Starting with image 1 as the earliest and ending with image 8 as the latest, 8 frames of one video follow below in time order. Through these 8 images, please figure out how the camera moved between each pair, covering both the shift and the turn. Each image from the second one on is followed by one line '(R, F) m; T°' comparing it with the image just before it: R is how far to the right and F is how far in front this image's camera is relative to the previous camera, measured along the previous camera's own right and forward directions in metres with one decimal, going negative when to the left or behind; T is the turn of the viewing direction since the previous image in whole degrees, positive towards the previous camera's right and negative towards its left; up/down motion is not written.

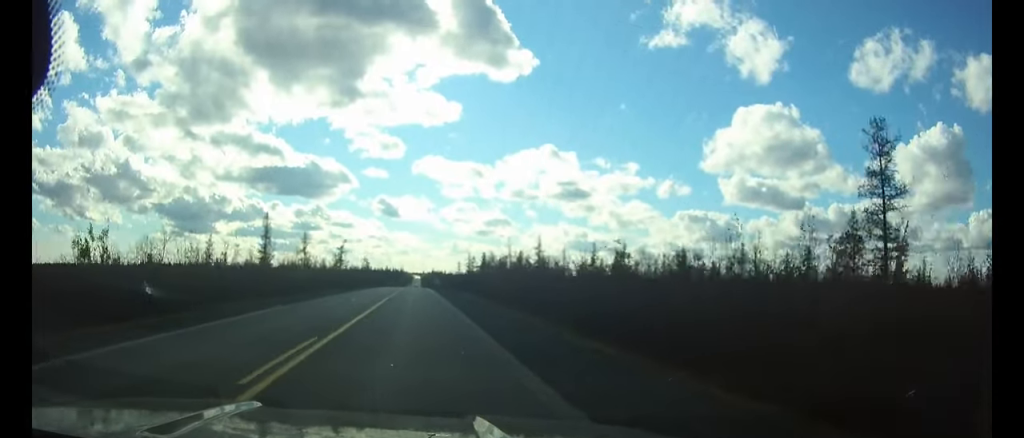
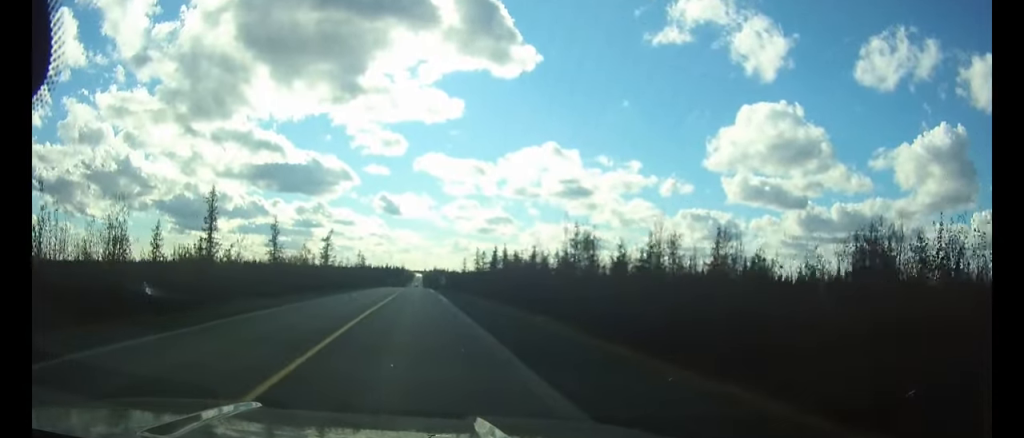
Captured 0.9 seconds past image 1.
(0.0, +23.6) m; 0°
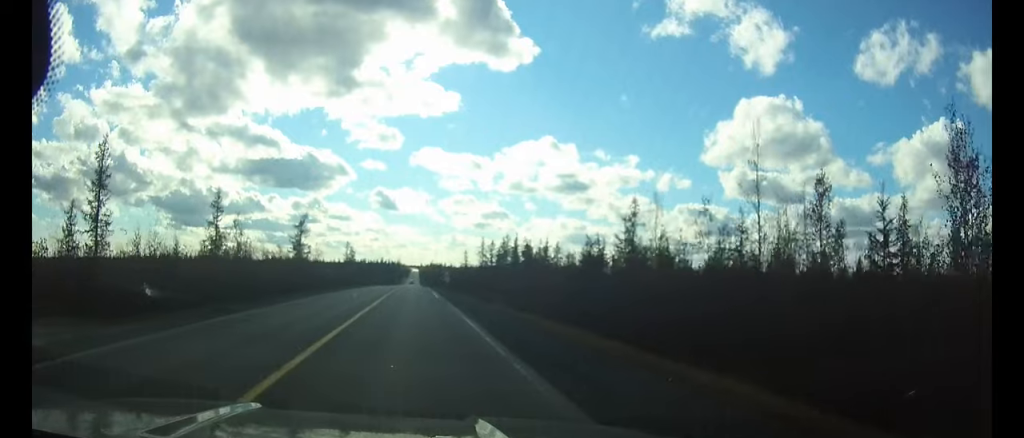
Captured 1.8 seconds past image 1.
(0.0, +23.5) m; 0°
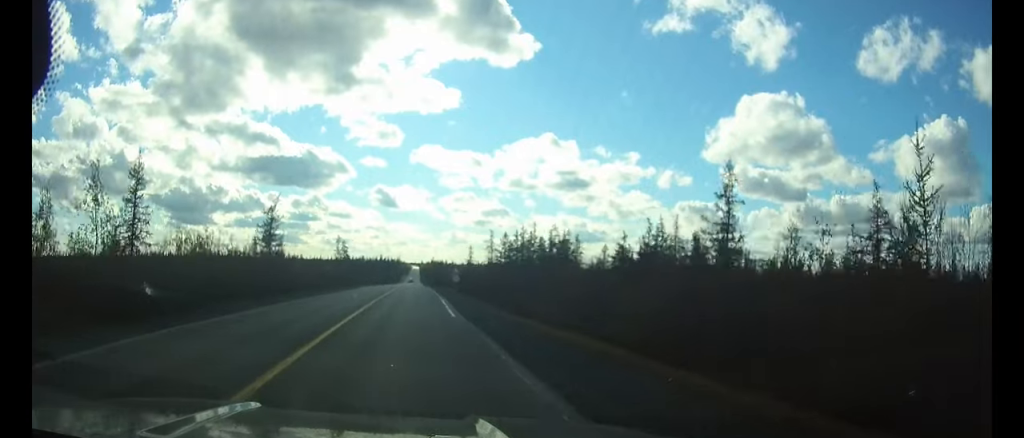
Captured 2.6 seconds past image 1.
(0.0, +18.8) m; 0°
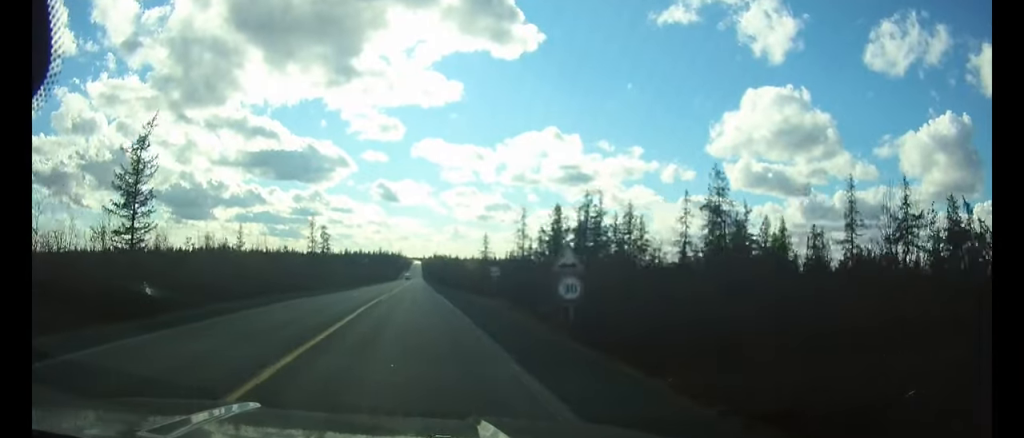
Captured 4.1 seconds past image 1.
(-0.1, +40.7) m; 0°
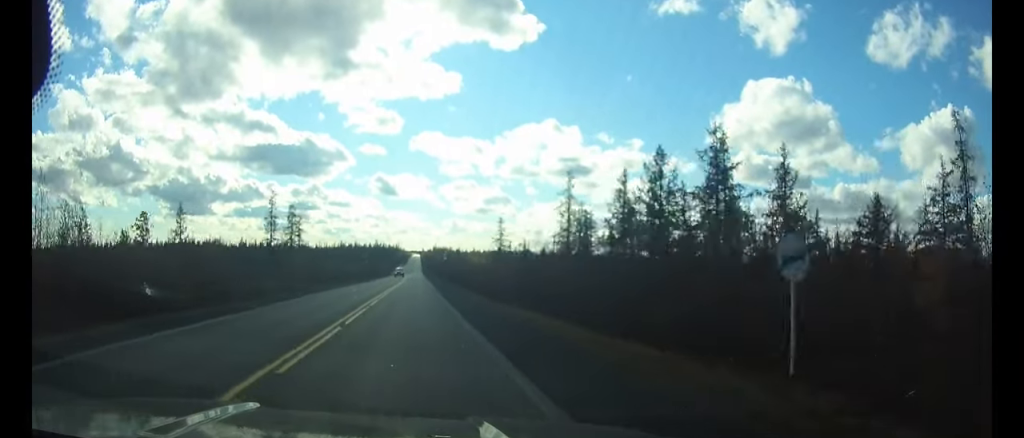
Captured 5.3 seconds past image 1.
(0.0, +29.7) m; 0°
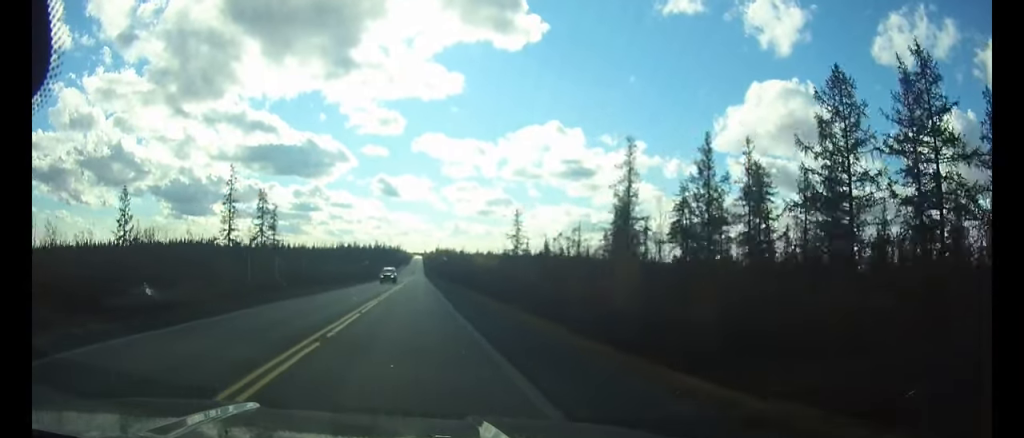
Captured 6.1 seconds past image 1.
(0.0, +19.1) m; 0°
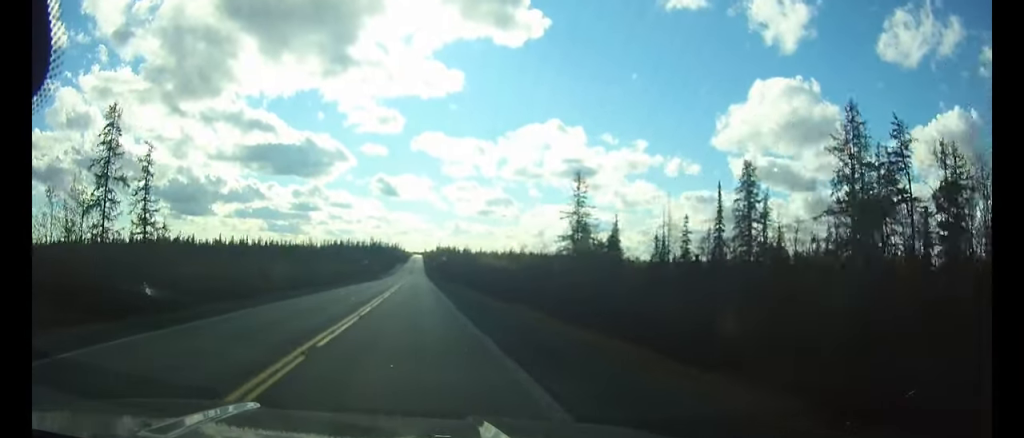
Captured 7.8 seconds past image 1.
(0.0, +41.7) m; 0°
